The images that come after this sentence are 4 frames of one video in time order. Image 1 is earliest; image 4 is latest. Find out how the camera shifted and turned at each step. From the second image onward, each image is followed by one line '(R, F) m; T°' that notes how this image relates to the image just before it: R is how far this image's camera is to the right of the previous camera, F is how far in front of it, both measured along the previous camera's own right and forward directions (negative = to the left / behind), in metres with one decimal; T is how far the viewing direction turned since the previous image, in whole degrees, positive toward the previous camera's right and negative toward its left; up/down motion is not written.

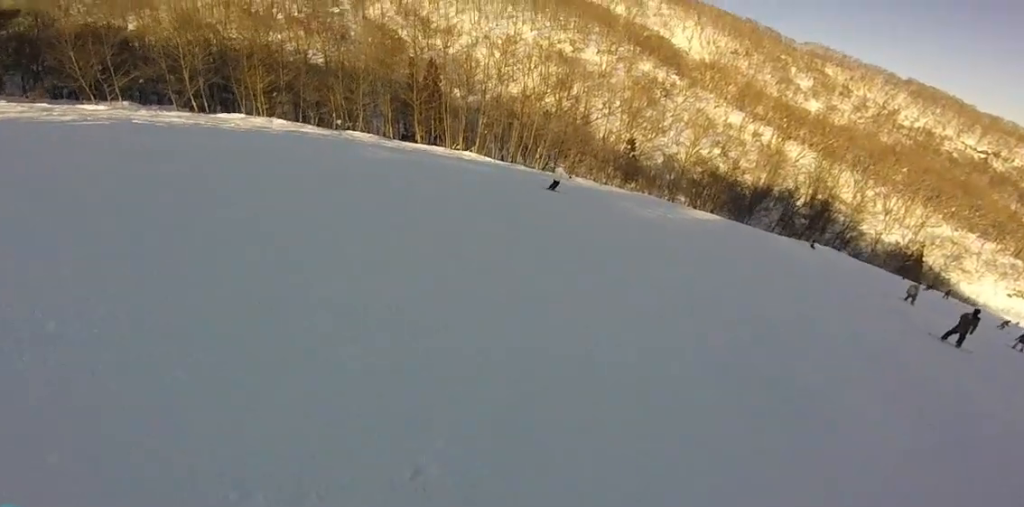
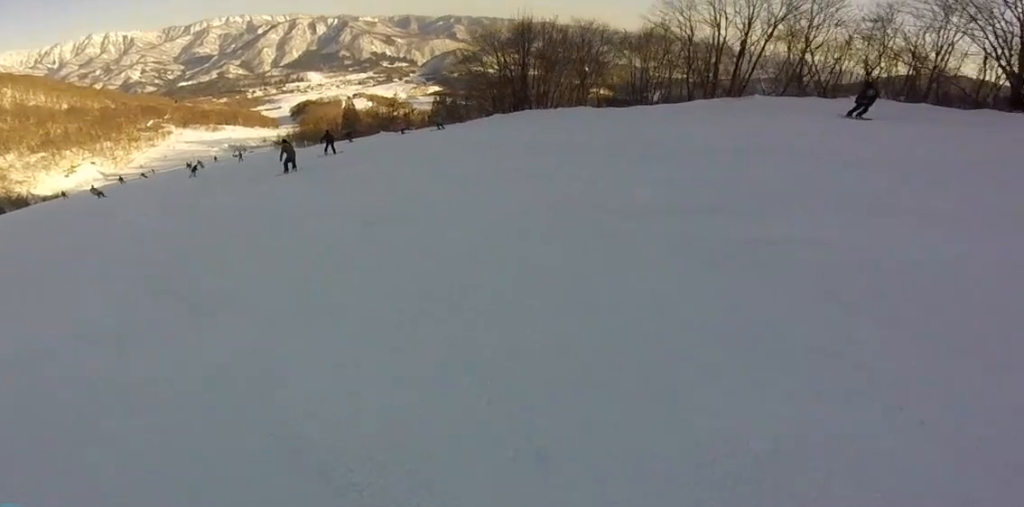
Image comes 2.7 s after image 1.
(+4.4, +11.0) m; +38°
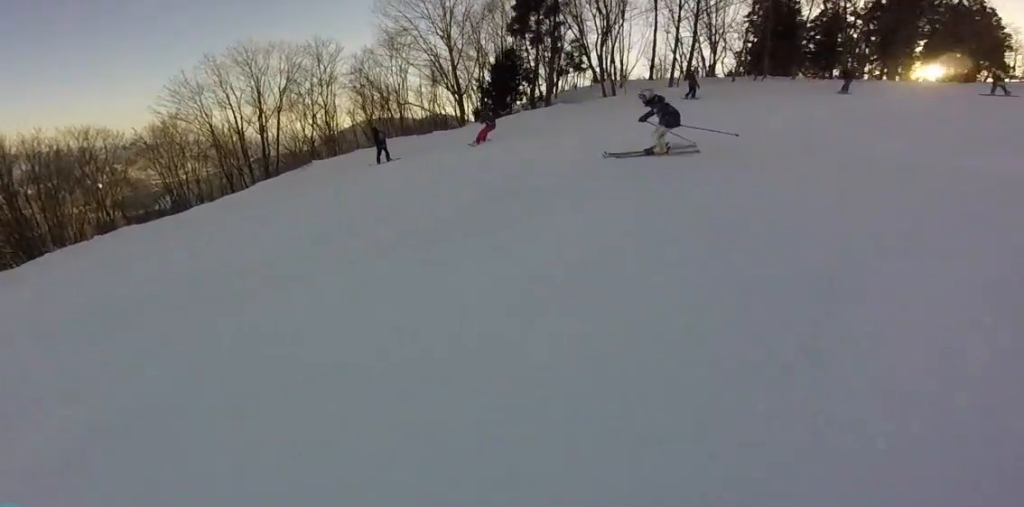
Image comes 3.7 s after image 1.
(+0.7, +3.8) m; +30°
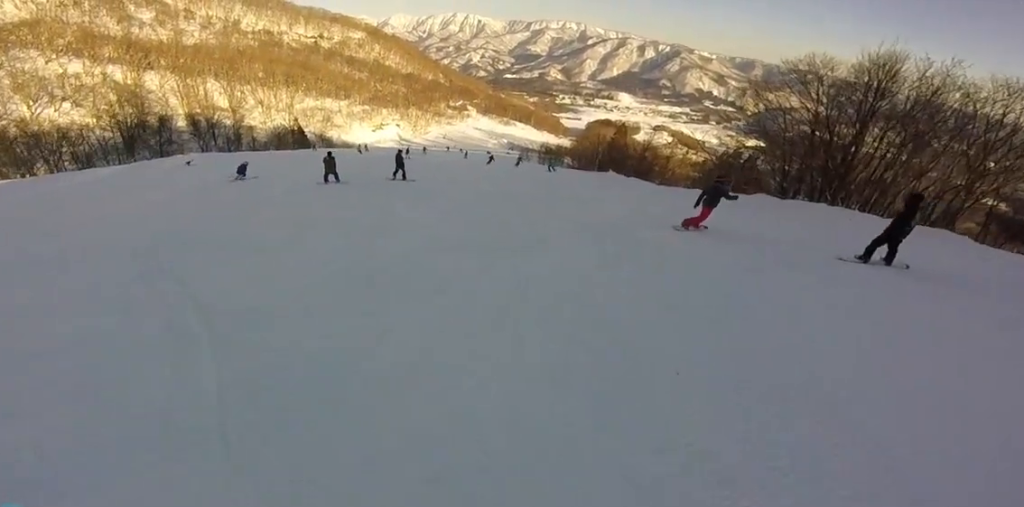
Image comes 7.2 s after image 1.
(-0.5, +9.6) m; -44°
